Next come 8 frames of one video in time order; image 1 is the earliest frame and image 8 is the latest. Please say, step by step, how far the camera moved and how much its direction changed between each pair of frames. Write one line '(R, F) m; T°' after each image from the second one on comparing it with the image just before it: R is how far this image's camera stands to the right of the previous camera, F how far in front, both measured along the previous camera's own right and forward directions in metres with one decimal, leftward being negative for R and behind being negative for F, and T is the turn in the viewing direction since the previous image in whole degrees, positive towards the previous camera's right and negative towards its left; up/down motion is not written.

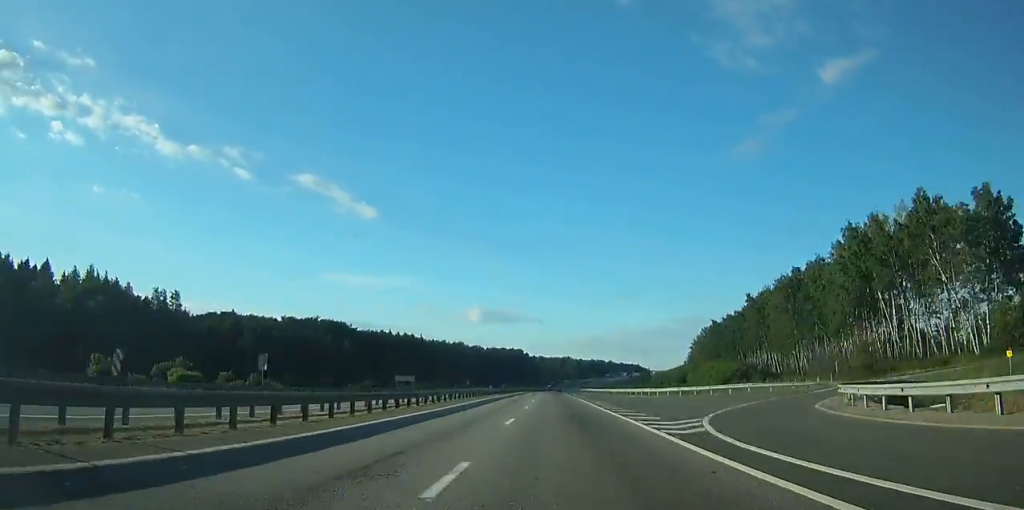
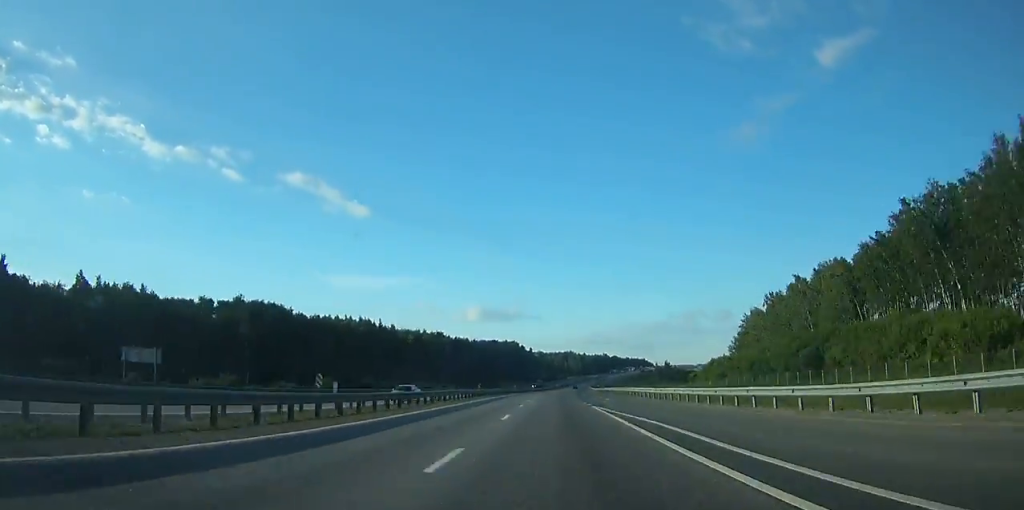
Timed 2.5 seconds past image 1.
(-0.5, +71.5) m; 0°
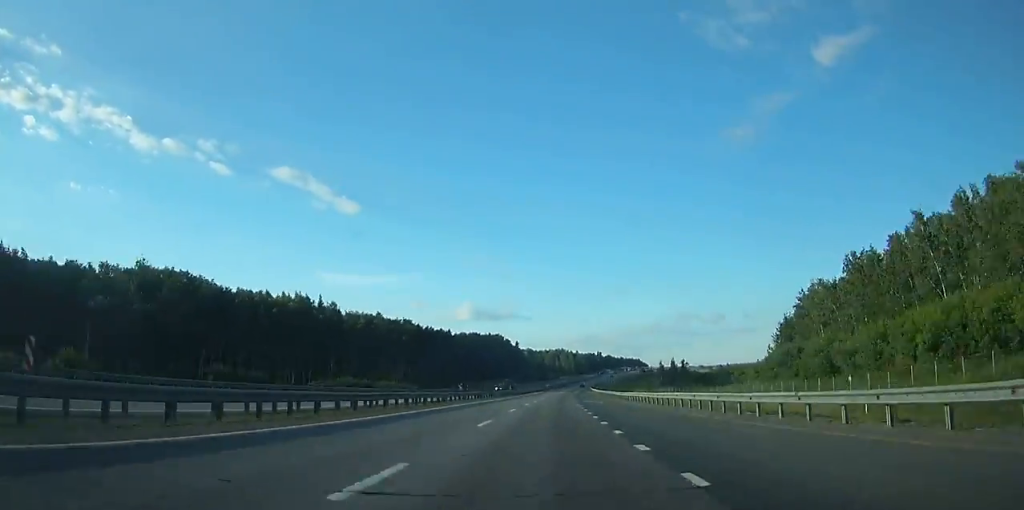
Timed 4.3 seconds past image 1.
(-0.1, +49.3) m; +1°
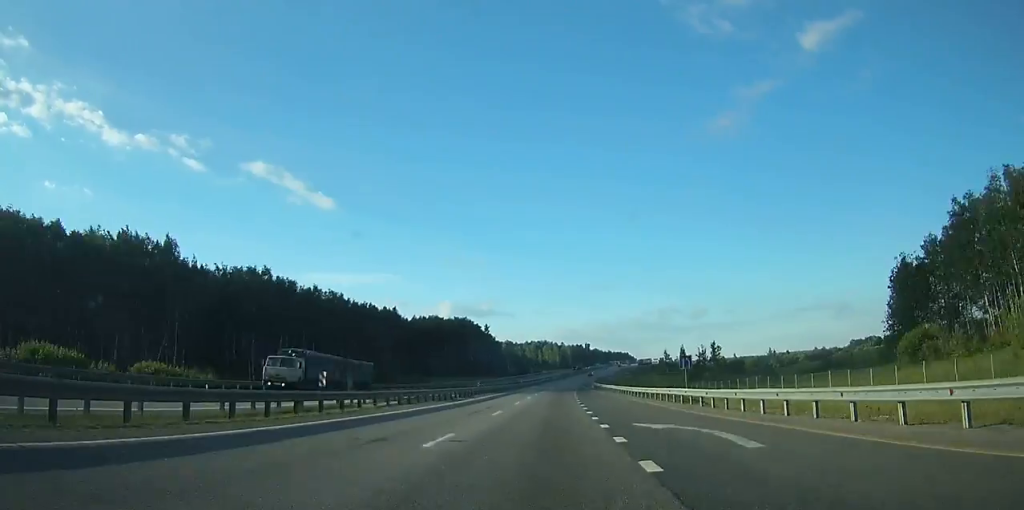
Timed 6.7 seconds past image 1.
(+0.7, +64.1) m; +2°
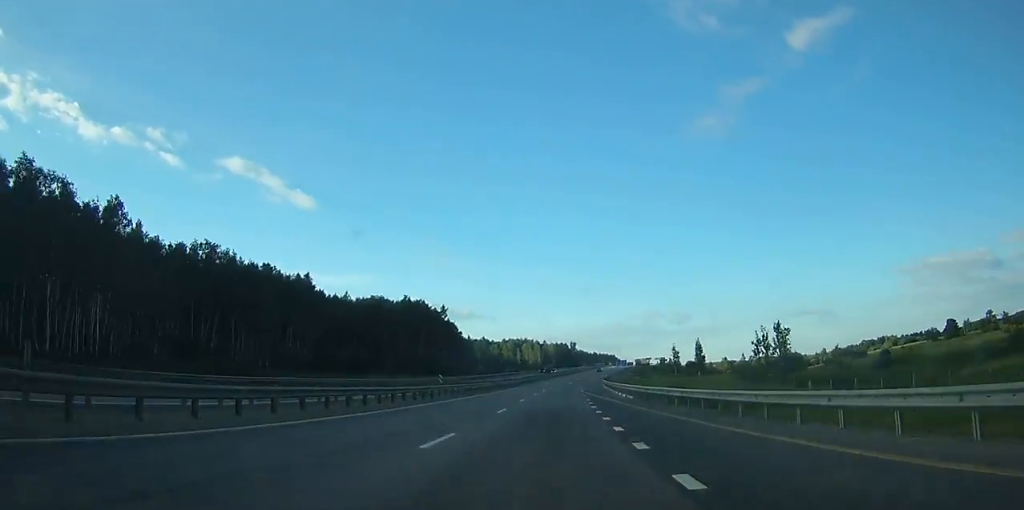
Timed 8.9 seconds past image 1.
(+1.1, +56.2) m; +2°
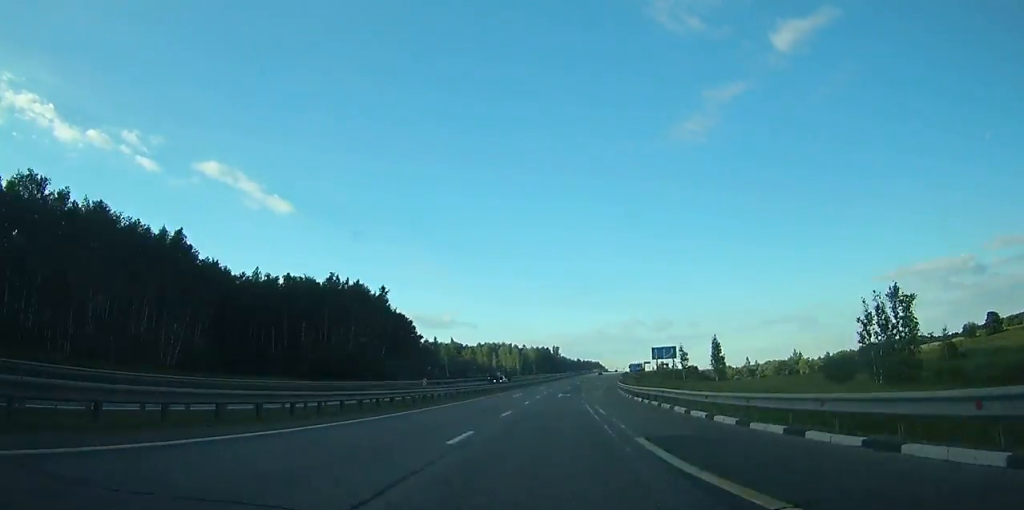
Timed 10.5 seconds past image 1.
(+0.2, +42.4) m; +2°
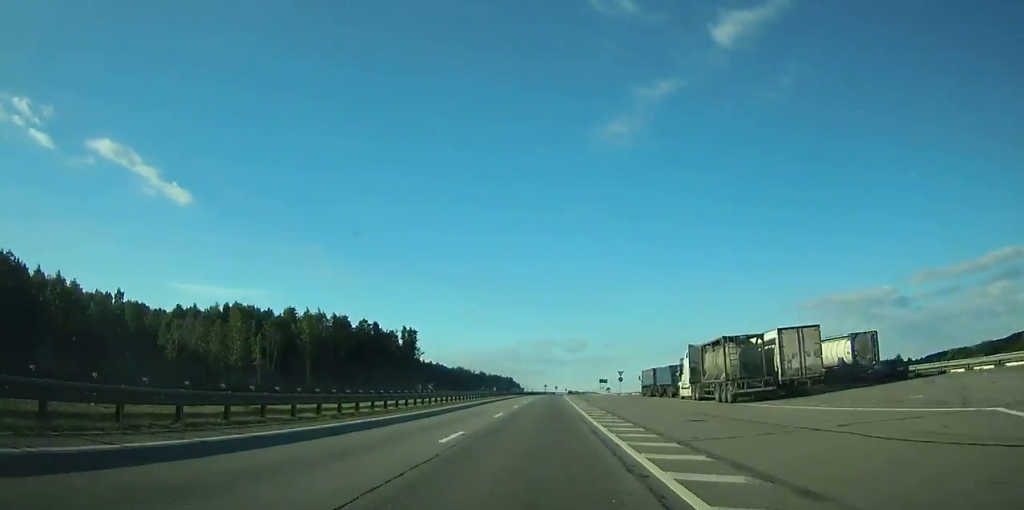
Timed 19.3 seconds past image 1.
(+17.4, +231.2) m; +7°
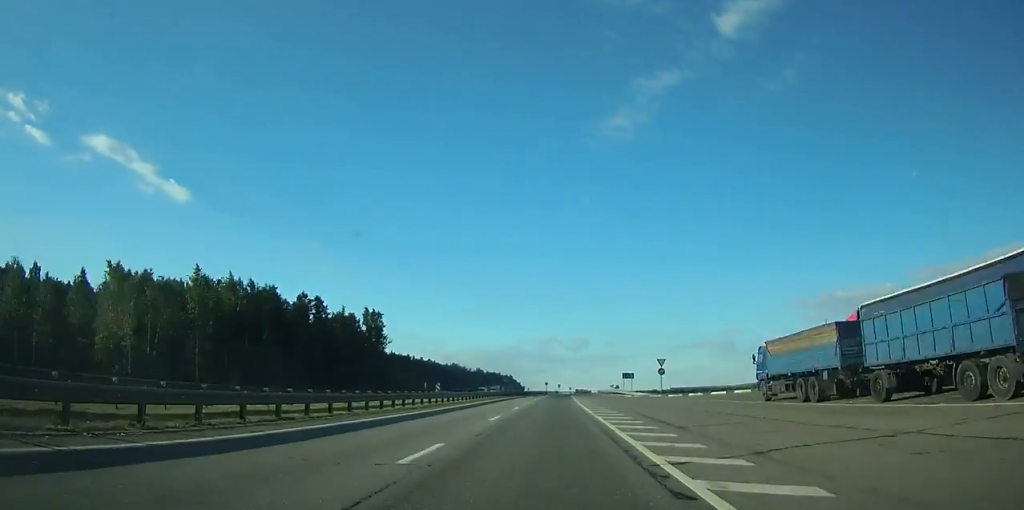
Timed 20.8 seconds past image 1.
(+0.2, +40.6) m; +1°
